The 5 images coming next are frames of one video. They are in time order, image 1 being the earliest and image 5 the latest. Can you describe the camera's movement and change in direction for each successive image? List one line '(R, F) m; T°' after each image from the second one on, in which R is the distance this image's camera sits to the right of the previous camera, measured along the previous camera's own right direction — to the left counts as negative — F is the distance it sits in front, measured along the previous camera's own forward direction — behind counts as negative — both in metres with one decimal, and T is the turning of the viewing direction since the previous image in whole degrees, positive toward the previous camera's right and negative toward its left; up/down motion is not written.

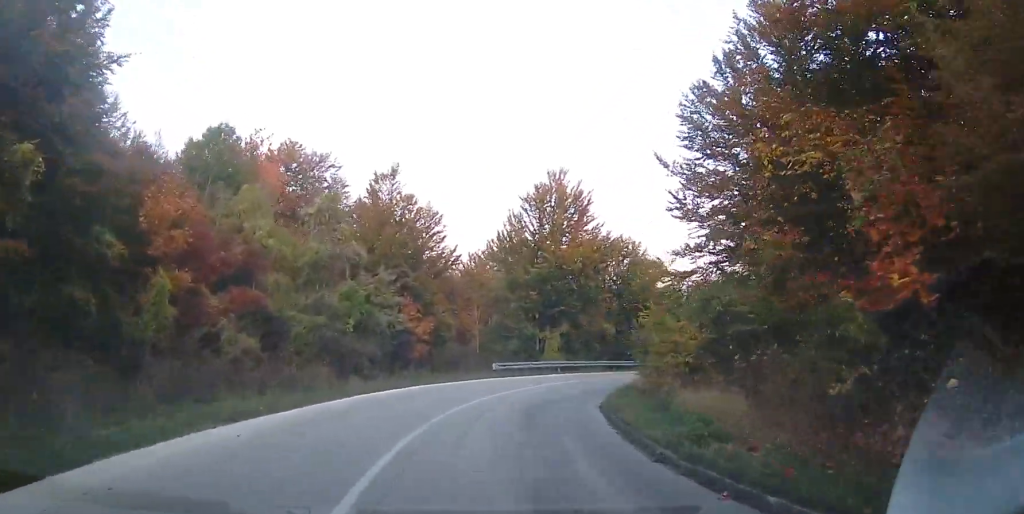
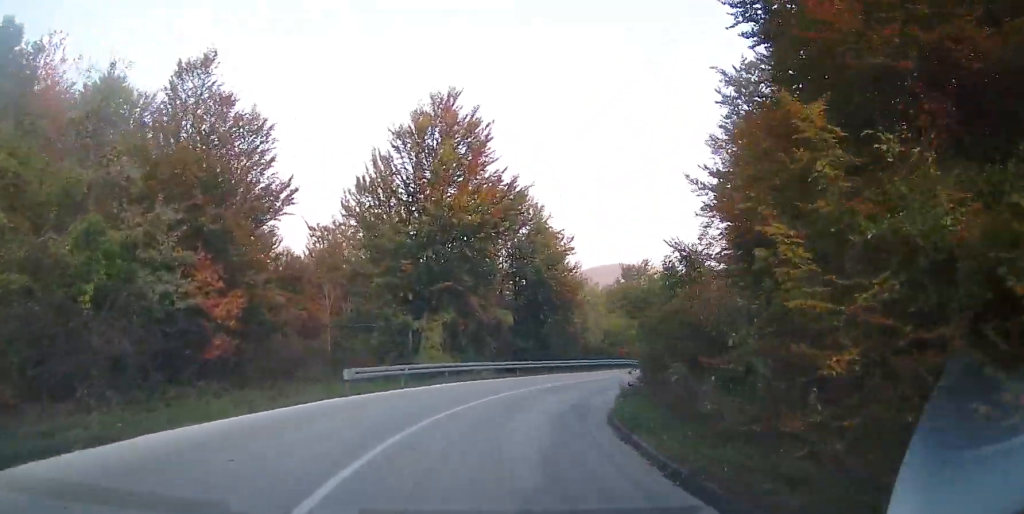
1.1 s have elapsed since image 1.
(+0.6, +12.7) m; +8°
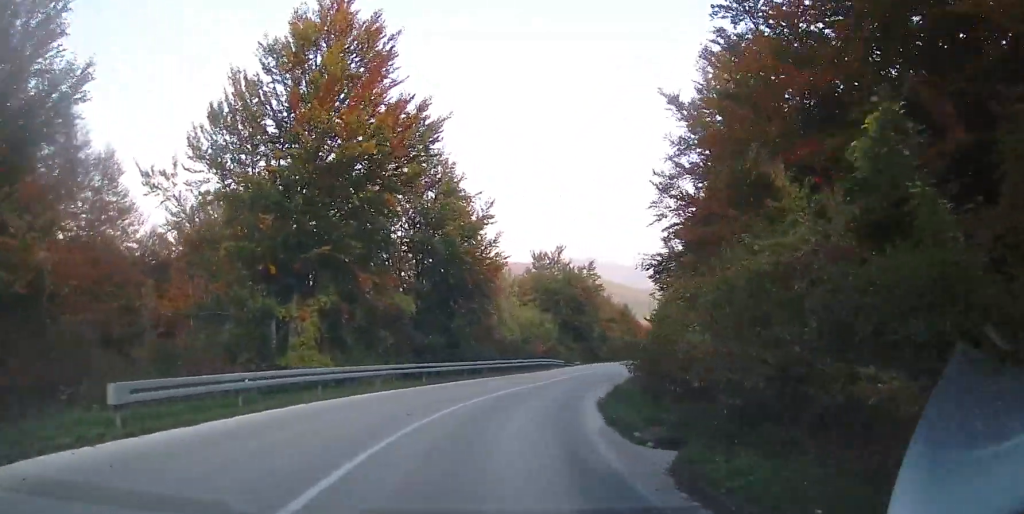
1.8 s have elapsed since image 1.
(+0.5, +8.9) m; +6°
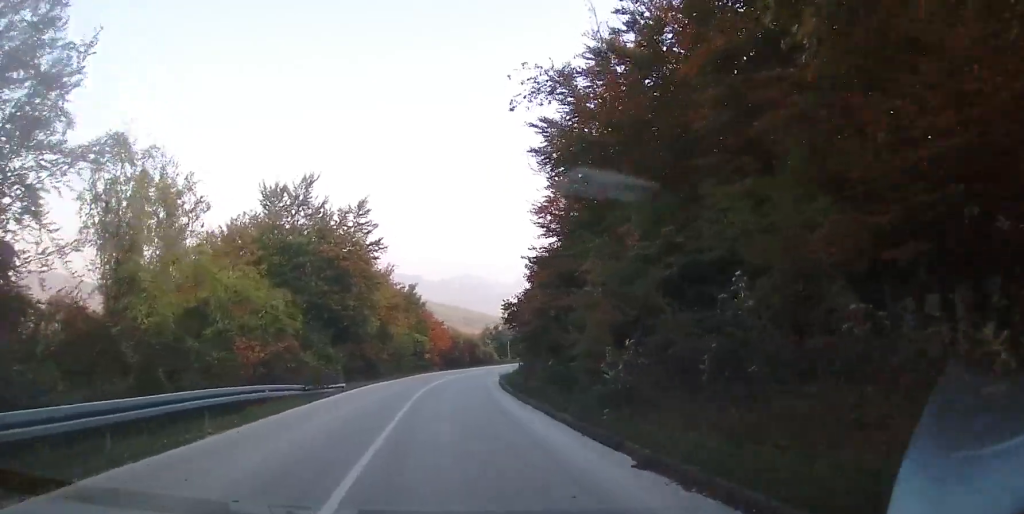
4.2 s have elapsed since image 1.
(+6.2, +28.8) m; +21°
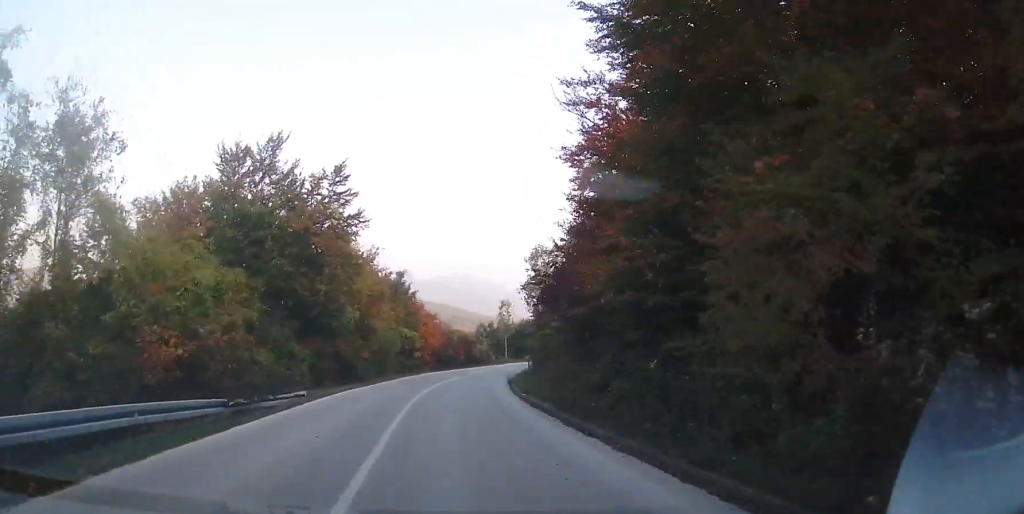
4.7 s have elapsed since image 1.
(+0.1, +7.0) m; +2°
